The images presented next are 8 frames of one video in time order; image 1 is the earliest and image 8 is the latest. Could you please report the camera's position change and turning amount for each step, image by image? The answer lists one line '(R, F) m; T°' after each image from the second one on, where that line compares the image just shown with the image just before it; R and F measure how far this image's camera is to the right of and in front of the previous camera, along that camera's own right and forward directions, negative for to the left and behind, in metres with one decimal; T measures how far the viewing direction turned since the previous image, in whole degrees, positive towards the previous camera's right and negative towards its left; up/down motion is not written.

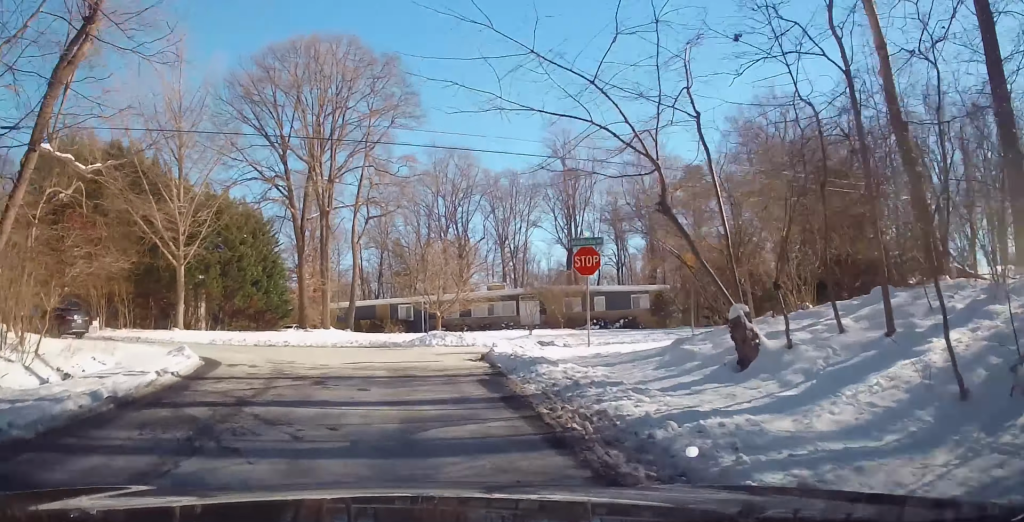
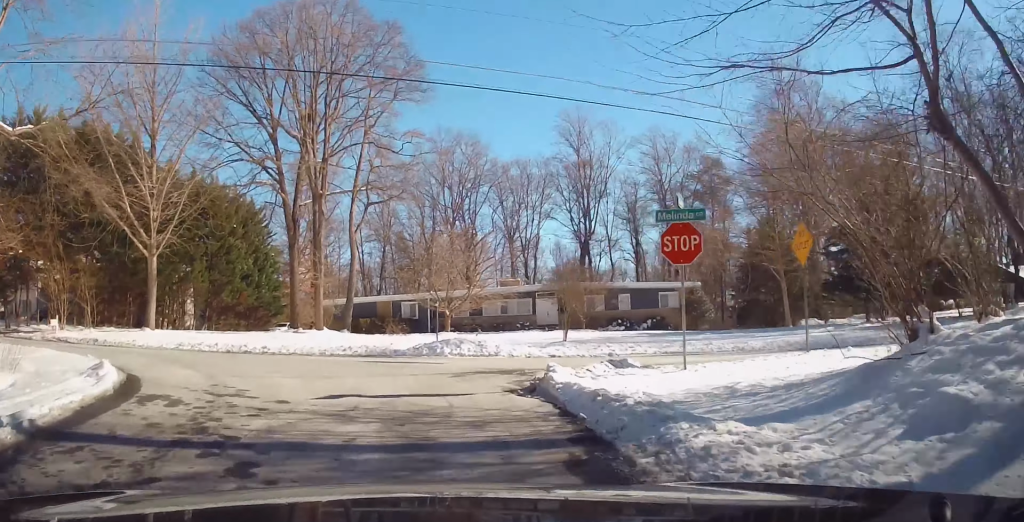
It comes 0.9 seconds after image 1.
(+0.1, +4.7) m; -2°
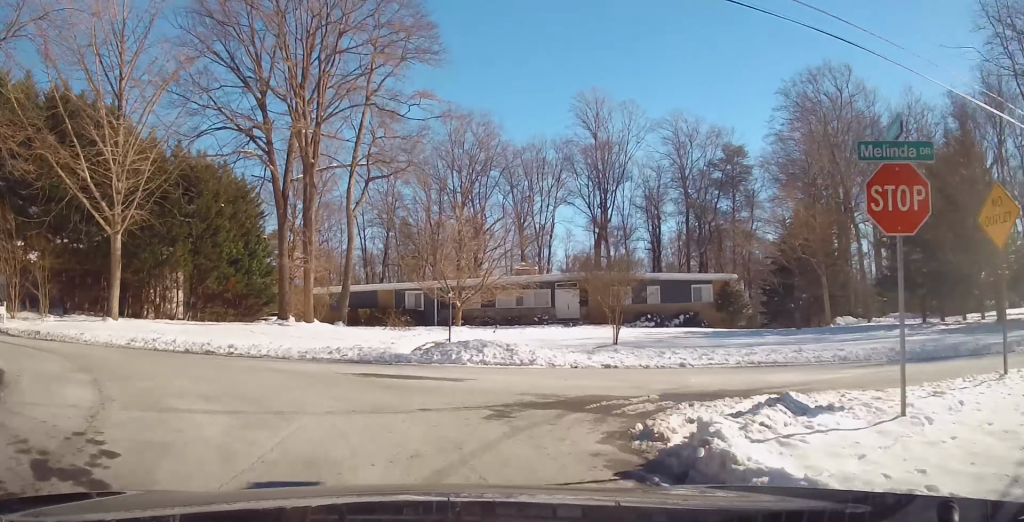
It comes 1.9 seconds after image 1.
(-0.1, +4.4) m; -10°
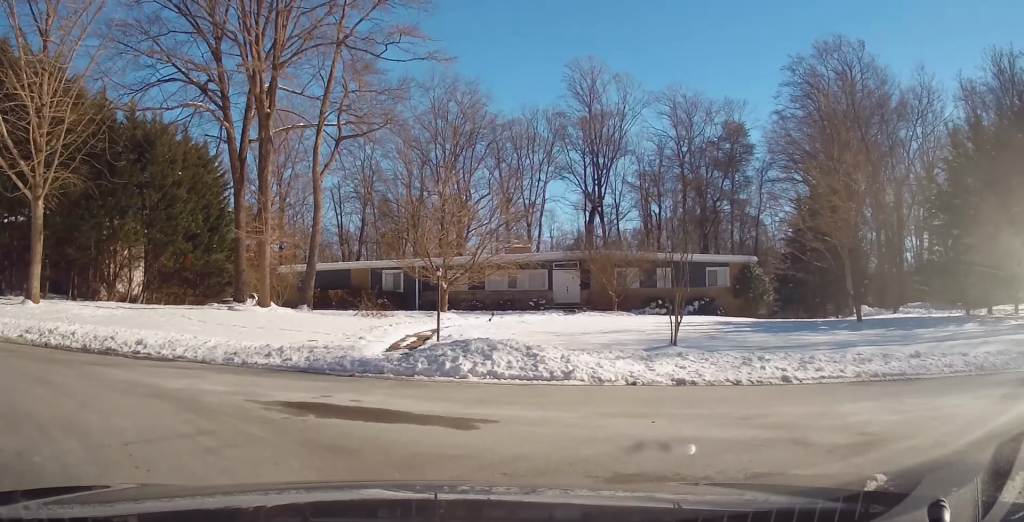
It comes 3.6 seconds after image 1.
(-1.1, +6.8) m; -25°
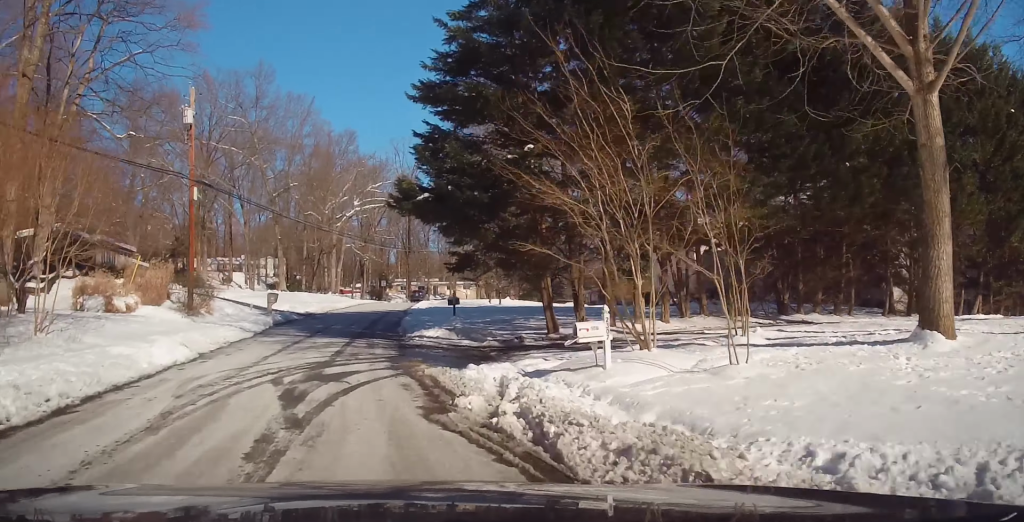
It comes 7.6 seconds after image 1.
(-9.6, +17.7) m; -40°
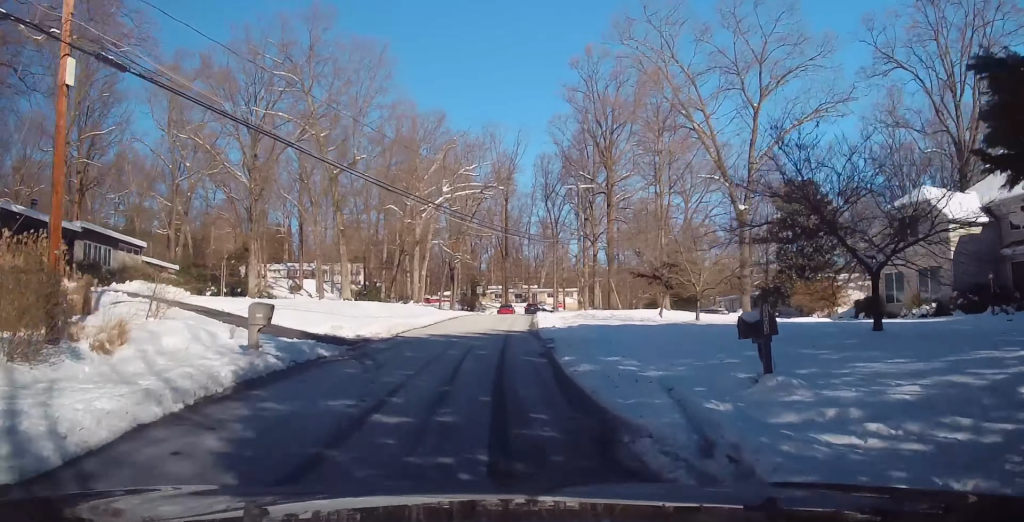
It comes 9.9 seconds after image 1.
(-1.3, +17.0) m; -4°
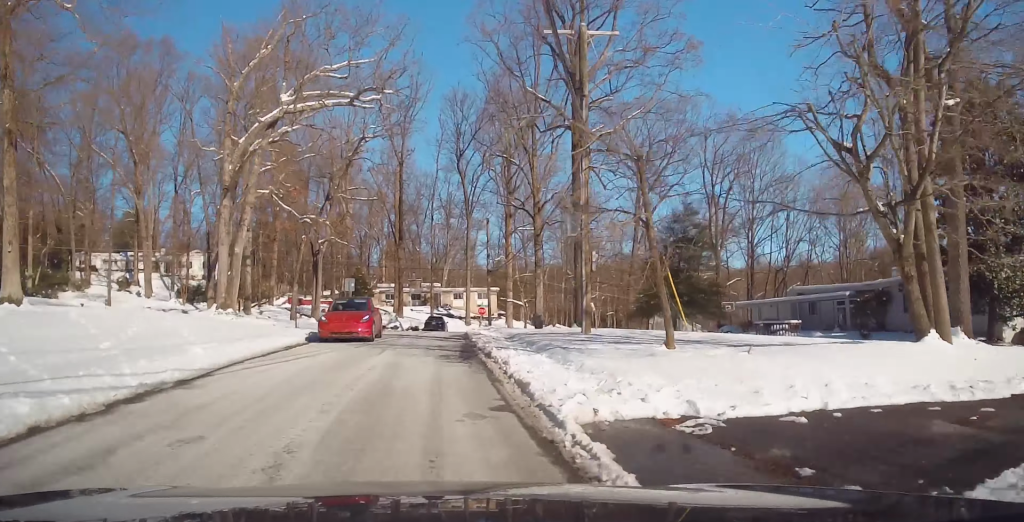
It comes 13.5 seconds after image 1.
(+2.1, +31.0) m; +10°
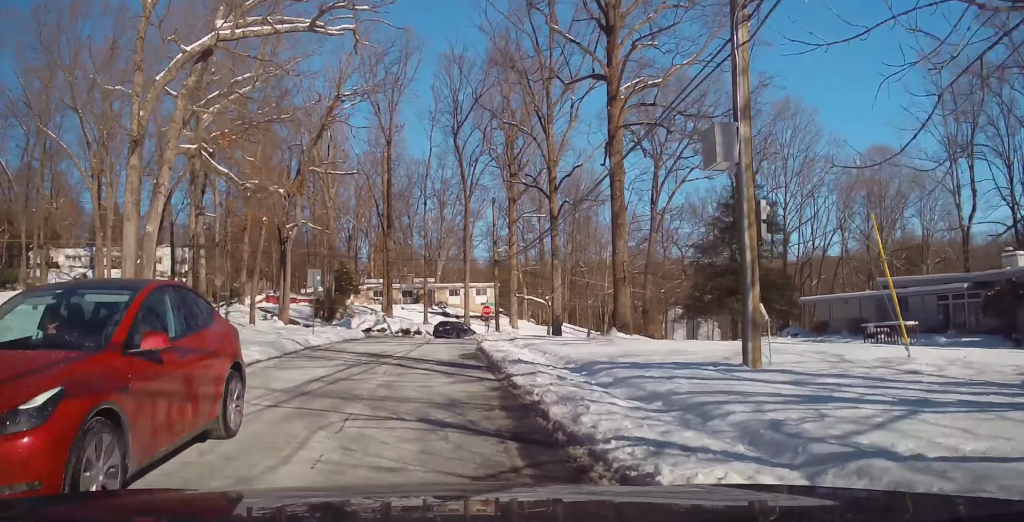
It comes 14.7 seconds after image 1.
(+0.6, +10.9) m; +3°
